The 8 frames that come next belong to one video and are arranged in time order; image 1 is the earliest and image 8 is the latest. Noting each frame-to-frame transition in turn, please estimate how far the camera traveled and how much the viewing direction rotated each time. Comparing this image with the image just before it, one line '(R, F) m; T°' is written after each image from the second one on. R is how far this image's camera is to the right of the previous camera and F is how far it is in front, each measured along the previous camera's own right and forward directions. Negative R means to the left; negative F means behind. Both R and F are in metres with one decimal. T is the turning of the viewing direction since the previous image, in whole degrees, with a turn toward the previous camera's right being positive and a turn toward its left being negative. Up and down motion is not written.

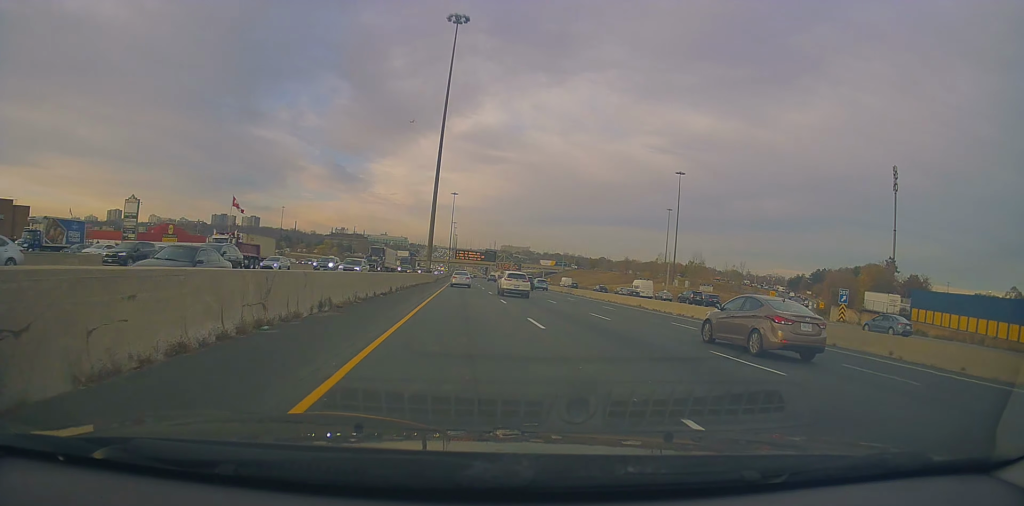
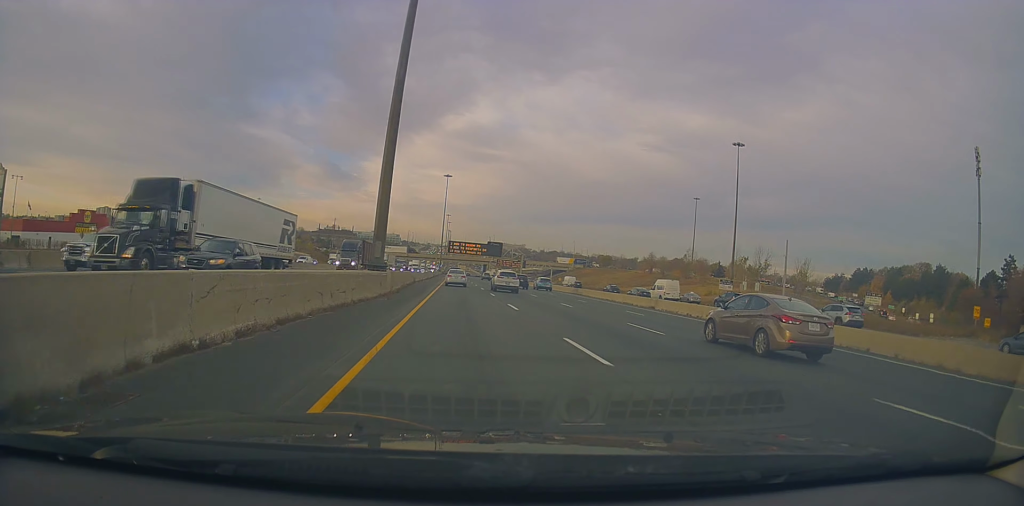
(-0.2, +42.6) m; 0°
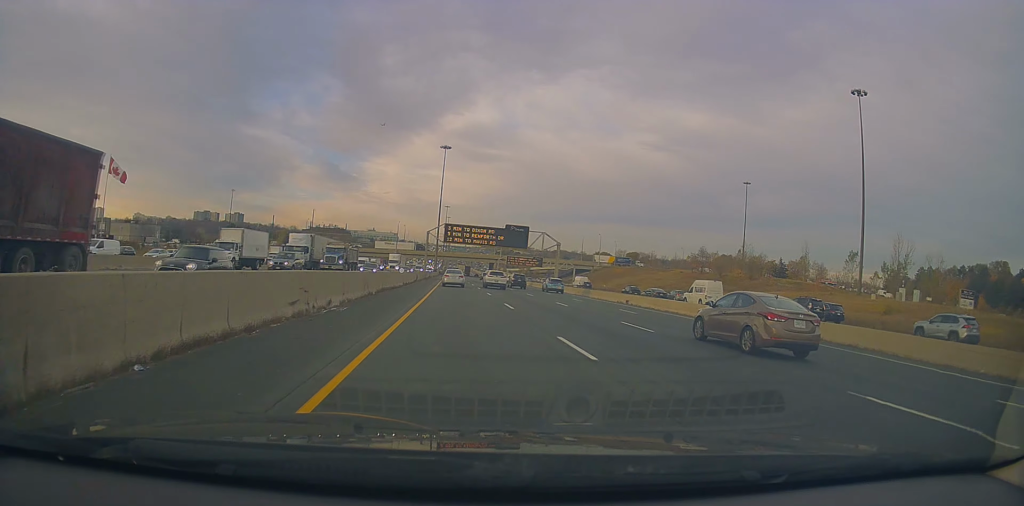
(+0.3, +48.5) m; 0°
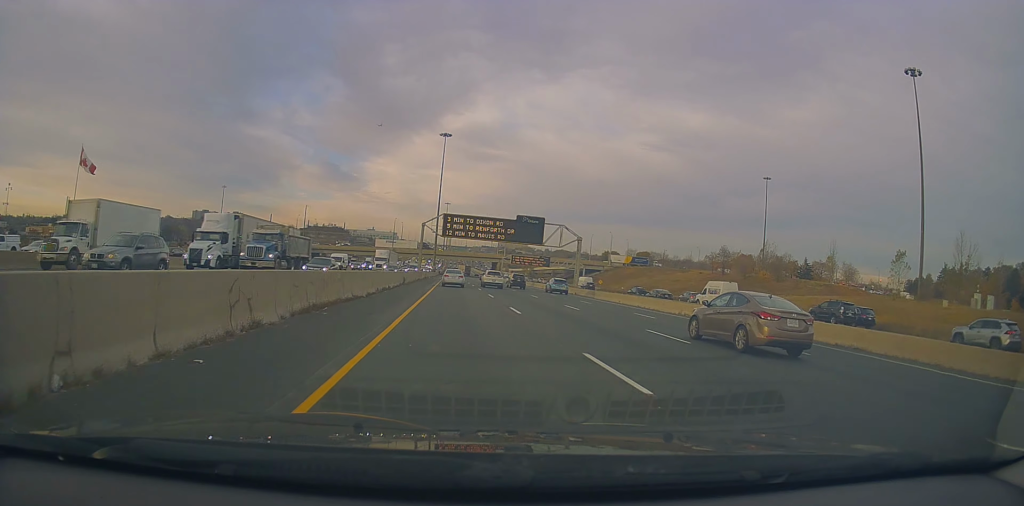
(0.0, +15.9) m; 0°
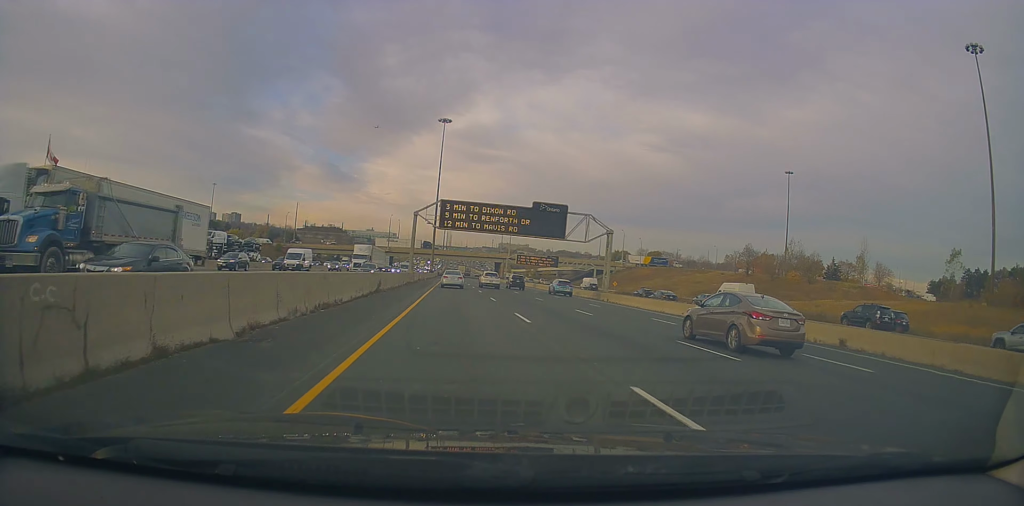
(+0.1, +14.7) m; 0°
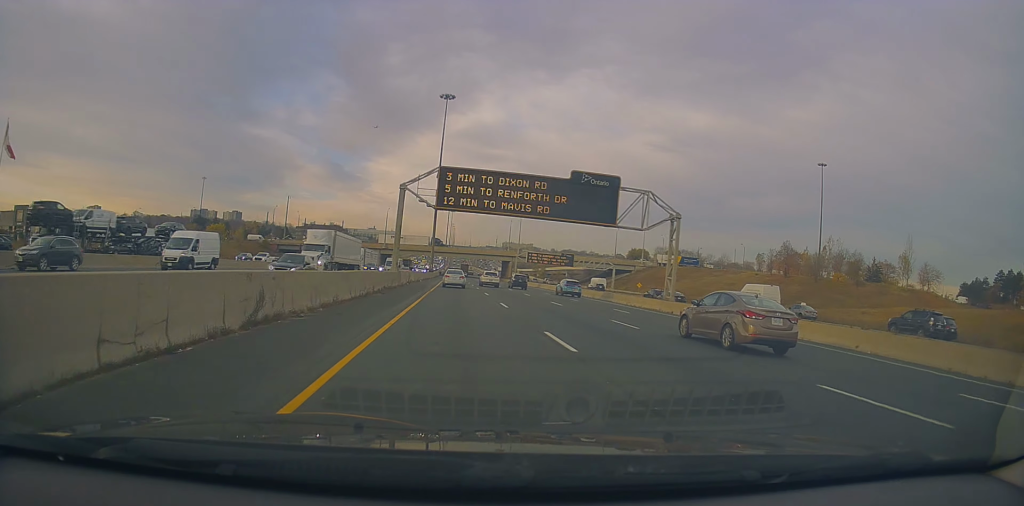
(-0.1, +18.4) m; 0°
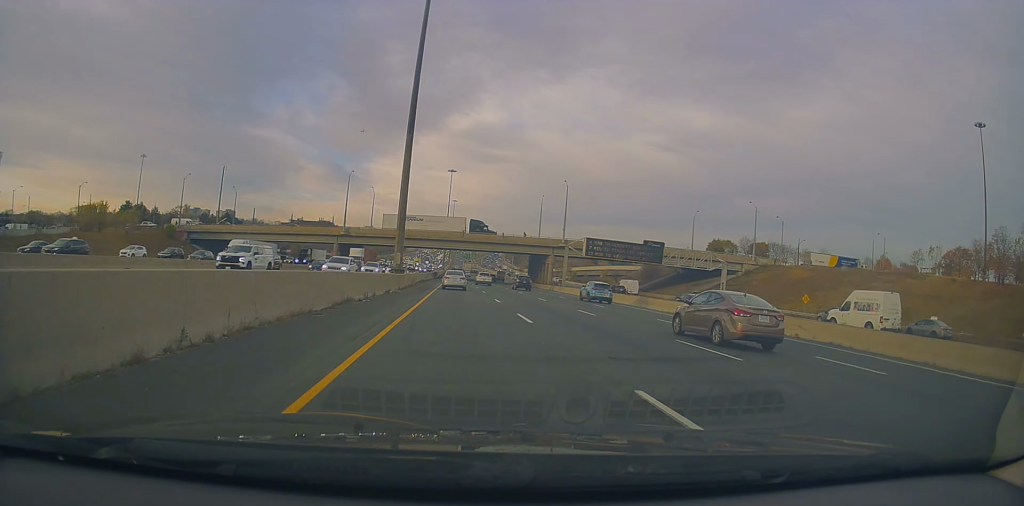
(-0.2, +67.1) m; 0°
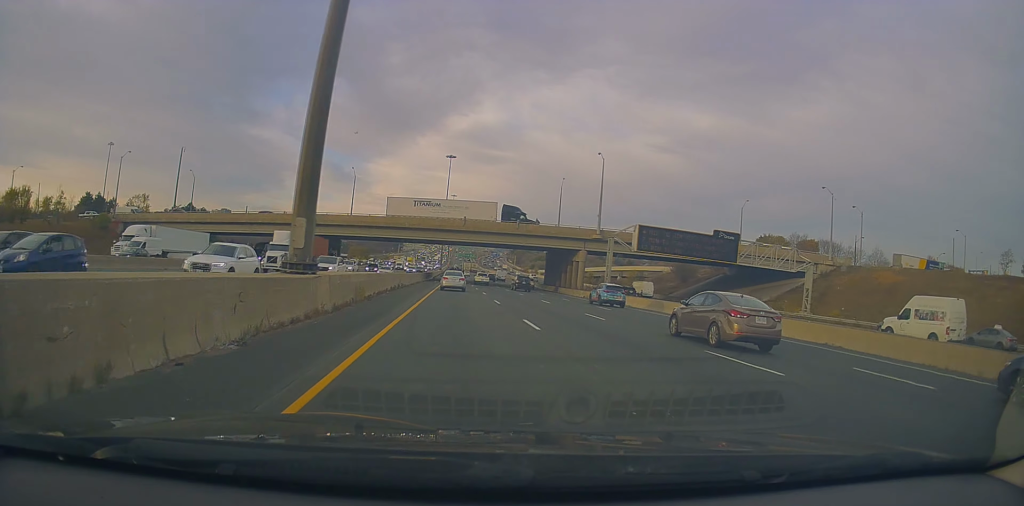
(+0.1, +25.8) m; 0°
